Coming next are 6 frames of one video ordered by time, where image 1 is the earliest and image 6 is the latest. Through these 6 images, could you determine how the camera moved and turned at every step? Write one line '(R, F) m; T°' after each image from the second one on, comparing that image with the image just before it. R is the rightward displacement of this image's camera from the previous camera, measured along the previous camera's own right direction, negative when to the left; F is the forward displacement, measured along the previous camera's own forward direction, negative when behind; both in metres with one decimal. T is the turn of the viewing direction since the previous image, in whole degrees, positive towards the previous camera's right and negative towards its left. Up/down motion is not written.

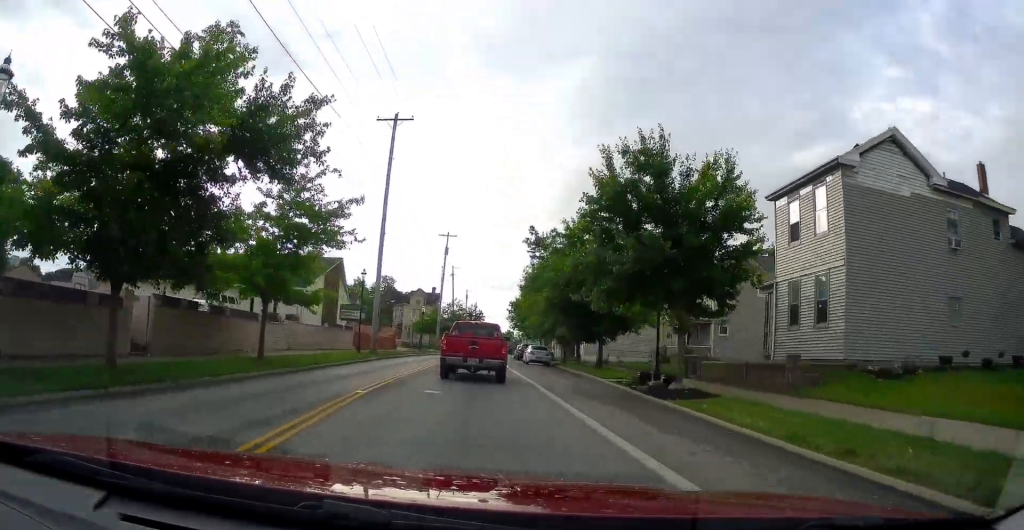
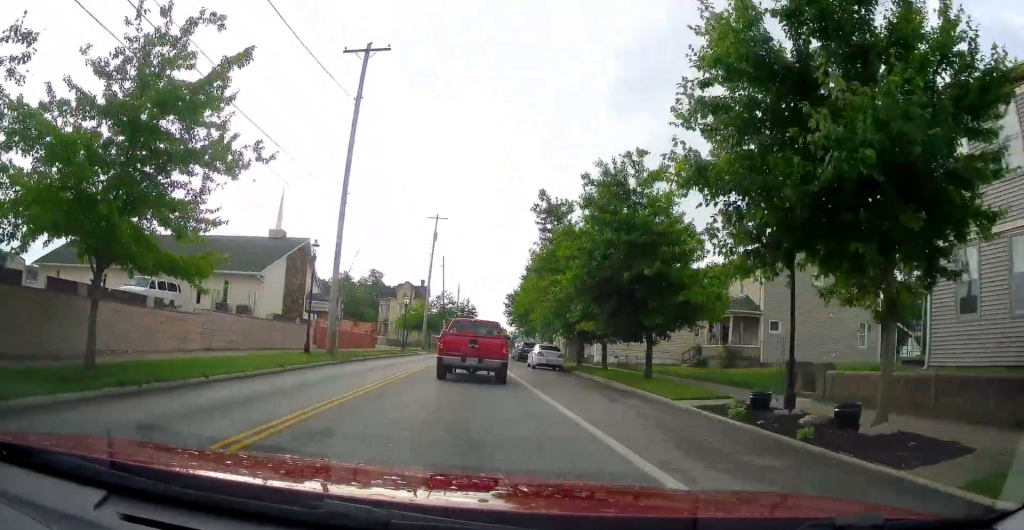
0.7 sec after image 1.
(+0.1, +9.2) m; -1°
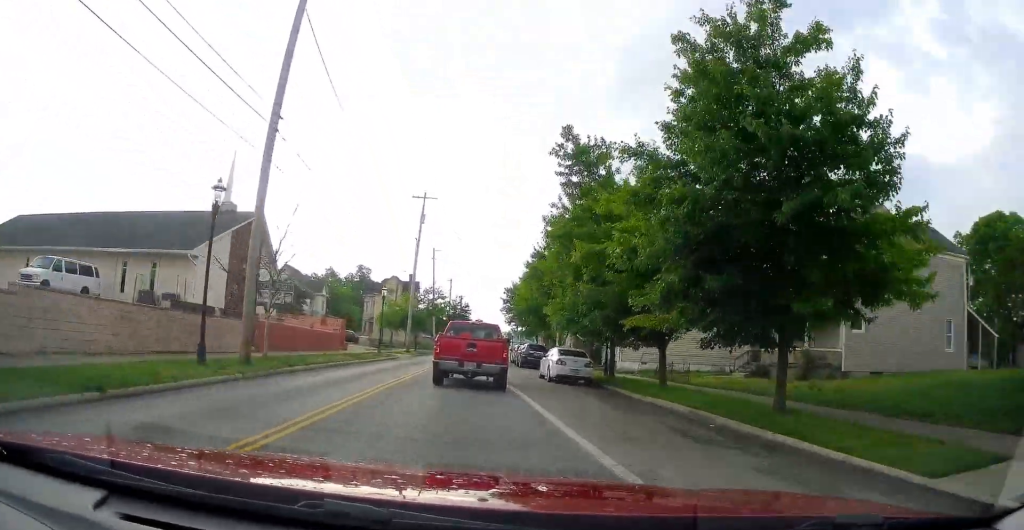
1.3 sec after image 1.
(-0.2, +8.8) m; 0°
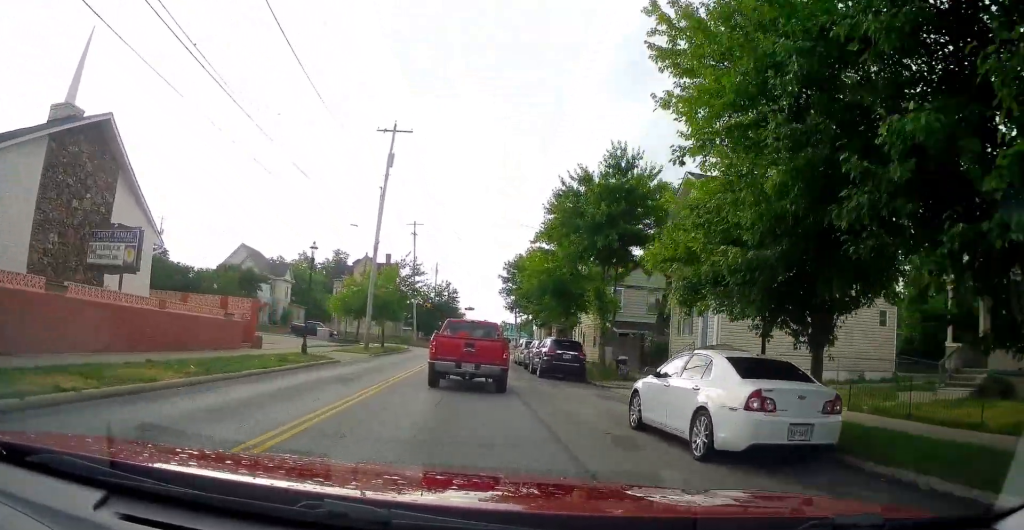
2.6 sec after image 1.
(+0.1, +16.3) m; +2°
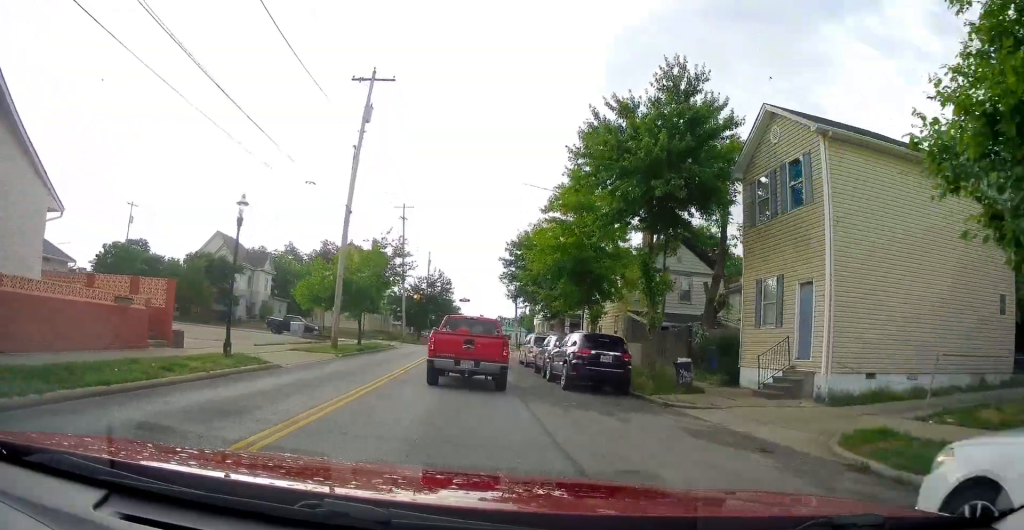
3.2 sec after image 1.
(+0.1, +7.6) m; +1°
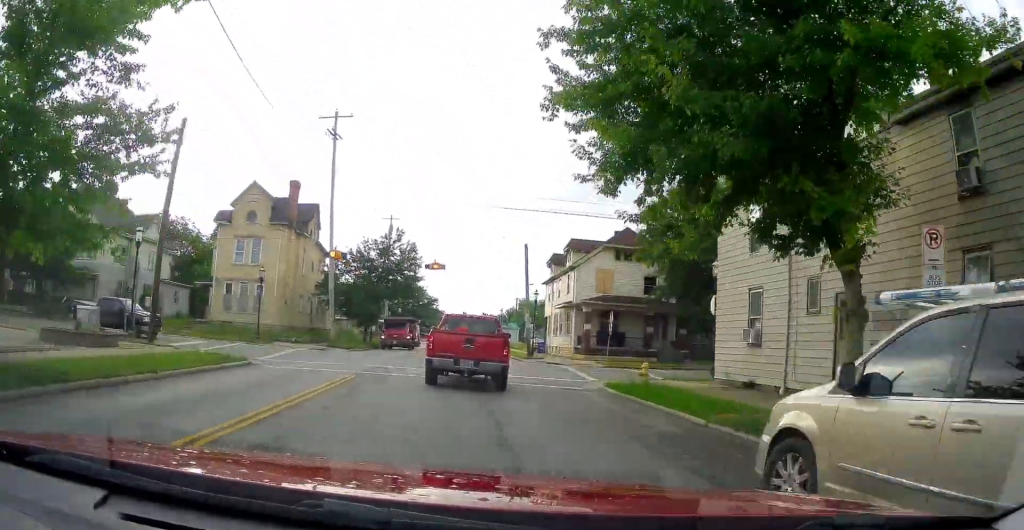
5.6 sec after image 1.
(+0.1, +29.0) m; 0°
